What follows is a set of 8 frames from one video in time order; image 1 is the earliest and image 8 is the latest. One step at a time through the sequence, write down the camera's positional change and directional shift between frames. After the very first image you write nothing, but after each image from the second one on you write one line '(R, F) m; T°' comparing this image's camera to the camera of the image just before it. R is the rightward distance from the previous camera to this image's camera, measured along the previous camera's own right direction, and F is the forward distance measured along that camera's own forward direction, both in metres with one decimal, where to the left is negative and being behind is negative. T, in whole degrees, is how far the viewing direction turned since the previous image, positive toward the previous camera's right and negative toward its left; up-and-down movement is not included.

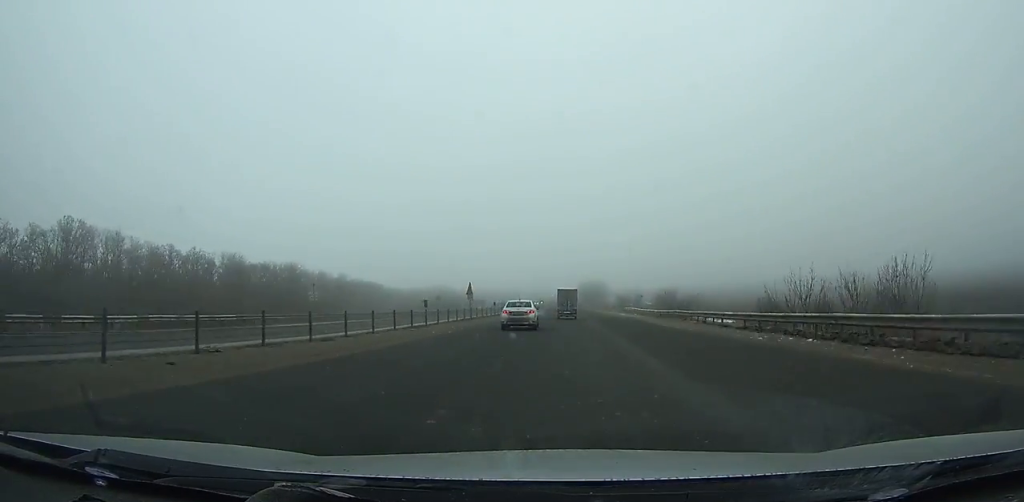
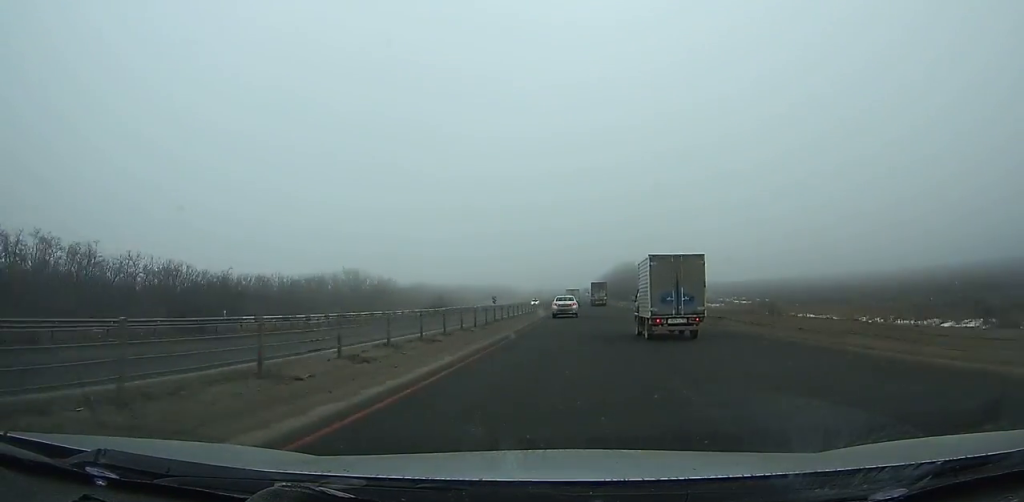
(-3.4, +157.1) m; -1°
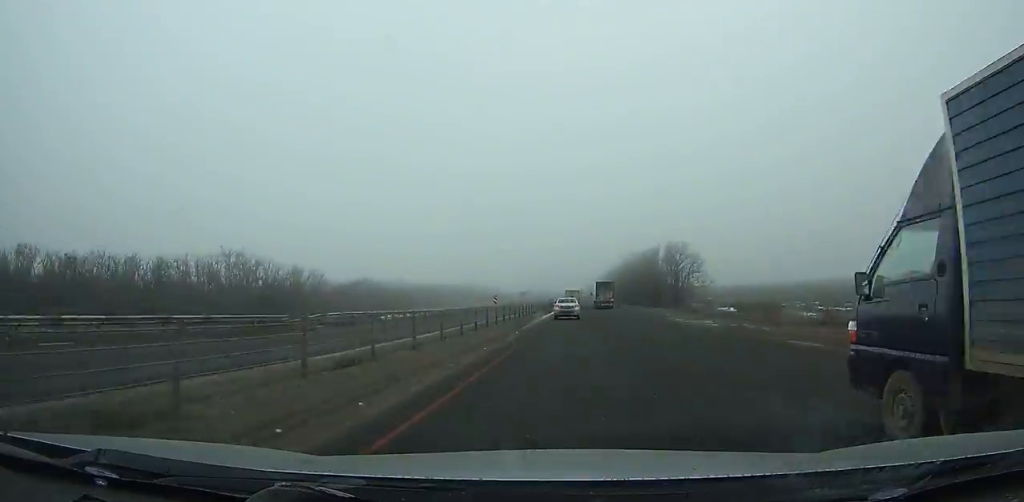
(+0.6, +64.1) m; +1°
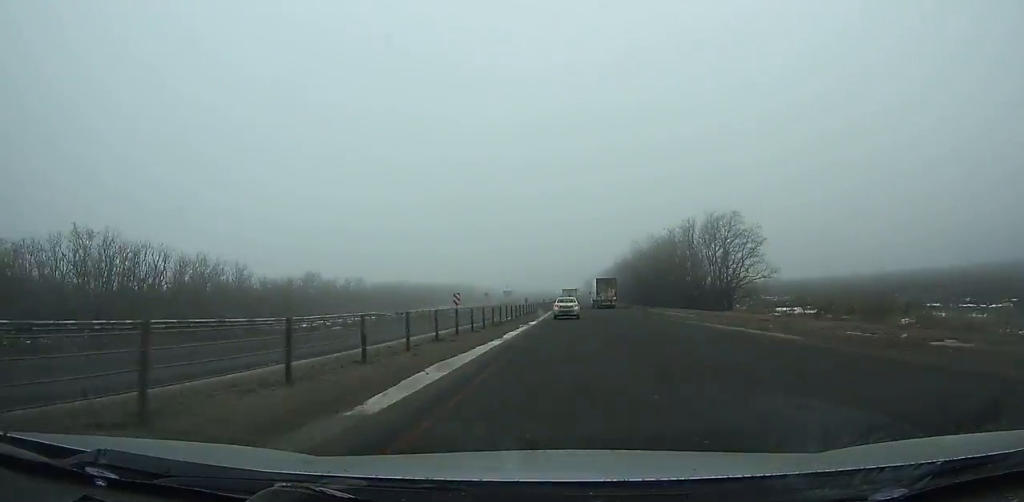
(+0.2, +39.1) m; 0°
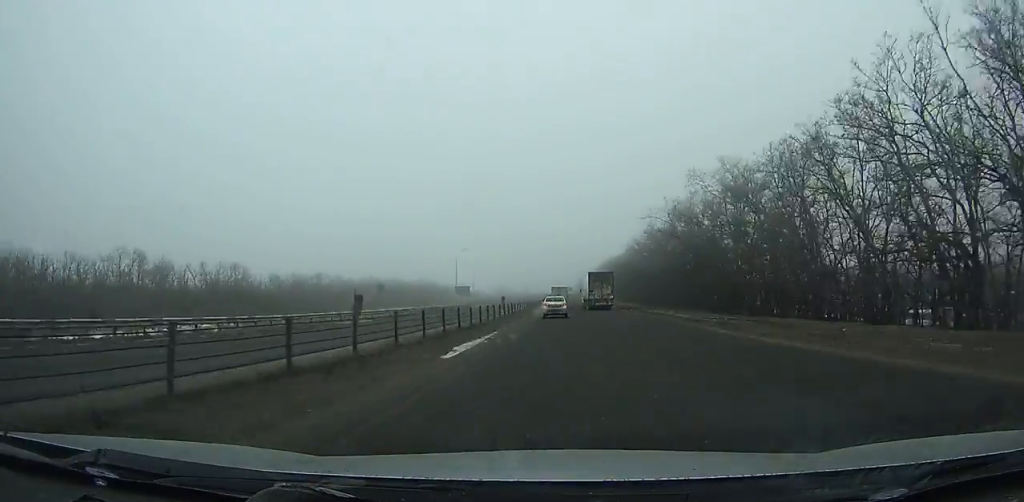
(+0.2, +69.4) m; 0°
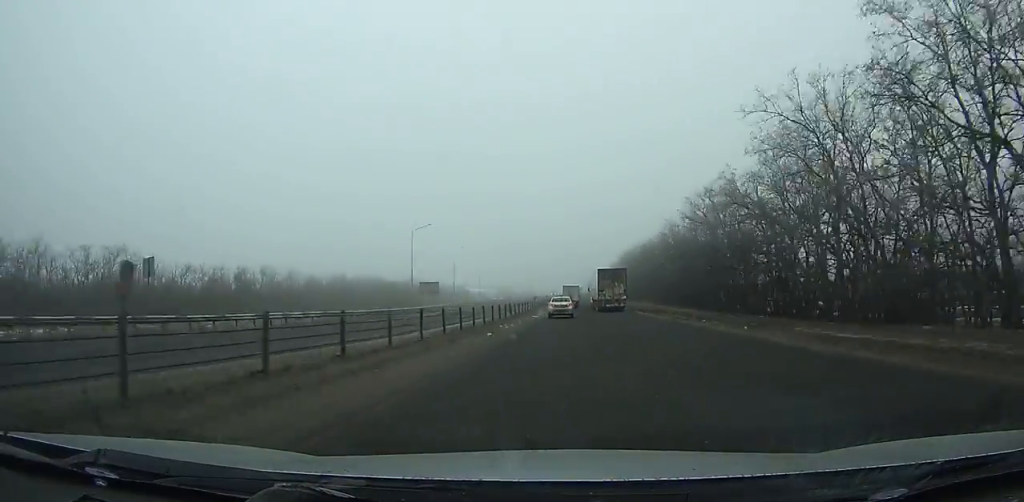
(0.0, +37.5) m; 0°
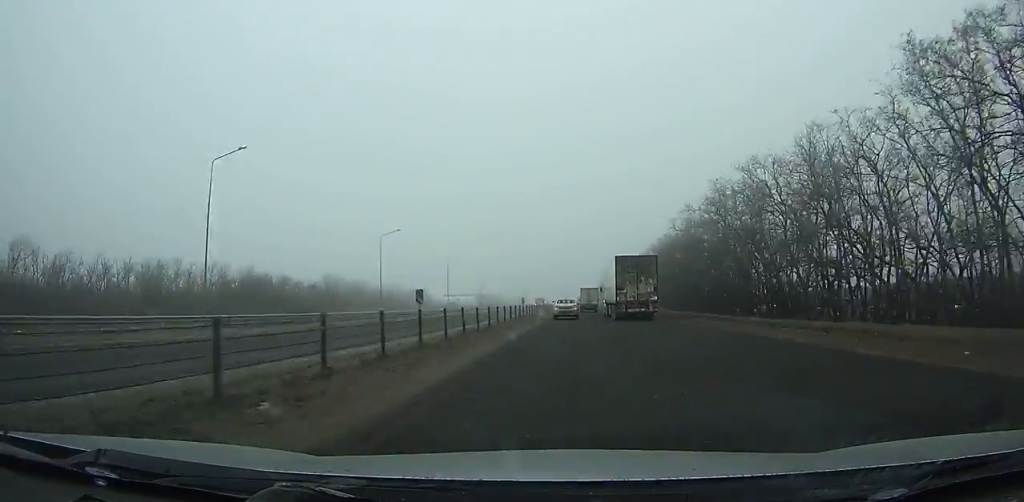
(-0.4, +80.2) m; 0°
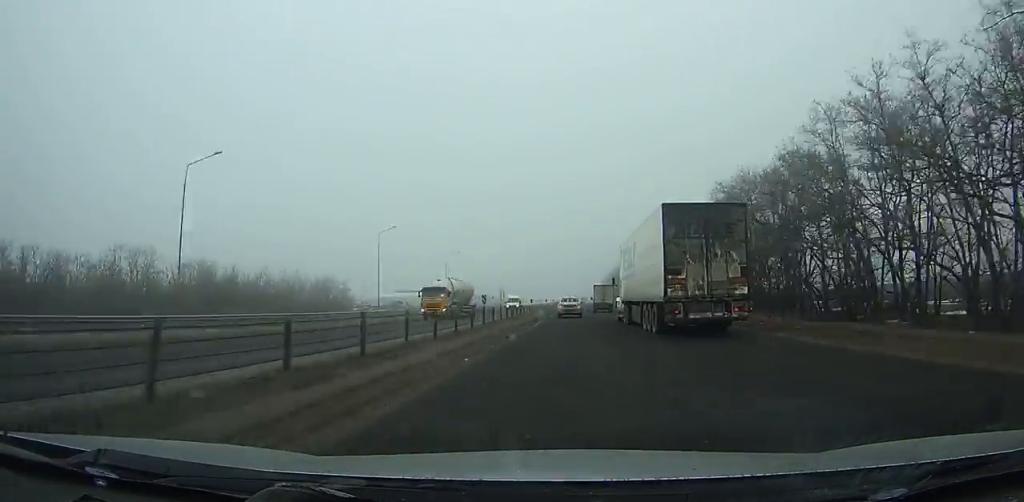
(+0.4, +80.0) m; 0°
